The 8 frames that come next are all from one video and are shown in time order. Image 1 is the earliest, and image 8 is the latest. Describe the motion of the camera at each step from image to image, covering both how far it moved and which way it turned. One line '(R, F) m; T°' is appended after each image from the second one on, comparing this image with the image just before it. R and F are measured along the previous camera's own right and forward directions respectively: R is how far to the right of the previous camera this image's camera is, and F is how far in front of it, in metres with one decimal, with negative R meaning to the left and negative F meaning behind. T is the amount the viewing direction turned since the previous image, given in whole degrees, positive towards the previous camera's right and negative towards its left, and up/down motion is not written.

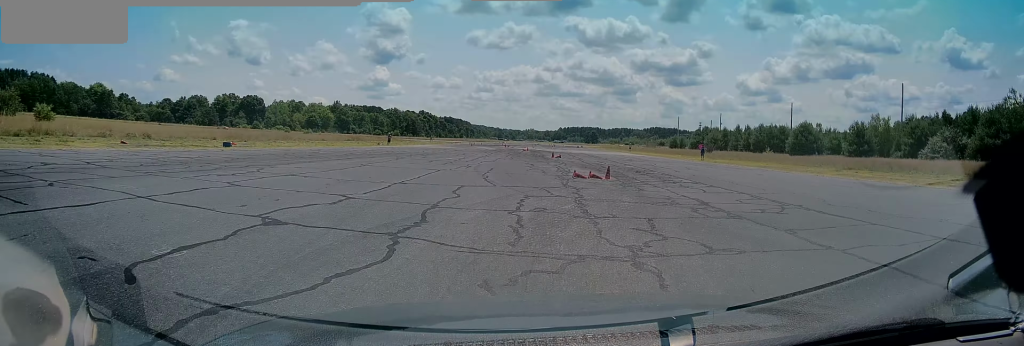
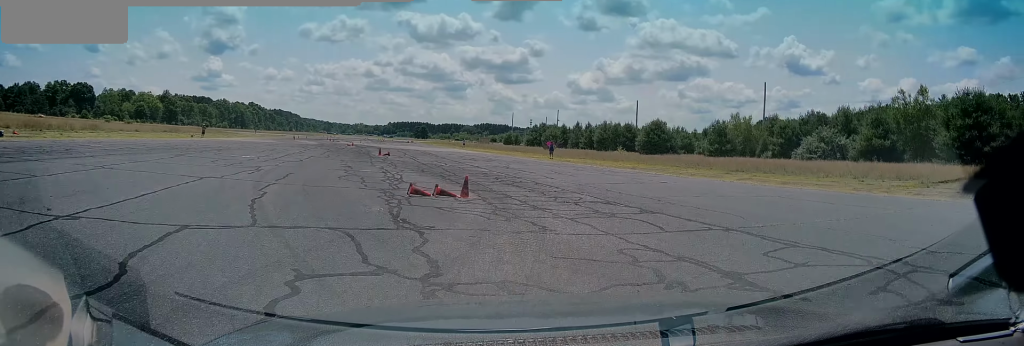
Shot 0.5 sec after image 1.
(0.0, +7.7) m; +1°
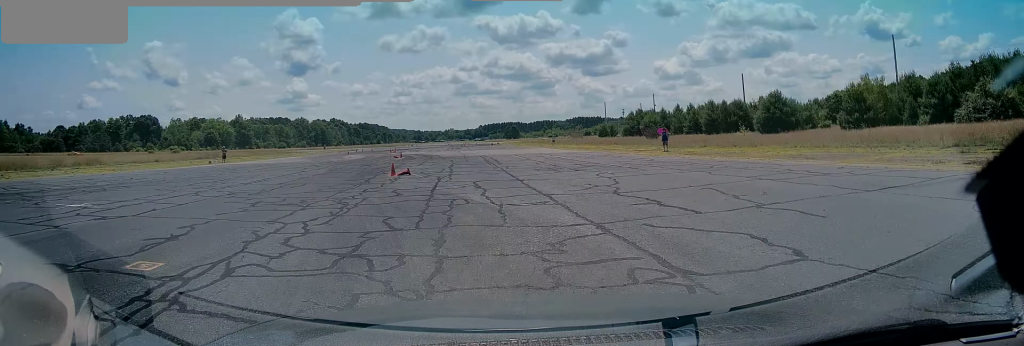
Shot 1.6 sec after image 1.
(+0.5, +14.3) m; +3°
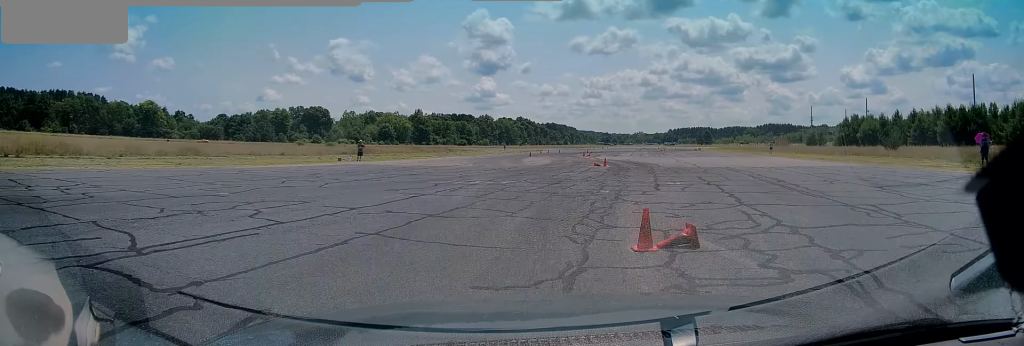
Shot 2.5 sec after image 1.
(+0.2, +15.4) m; +1°
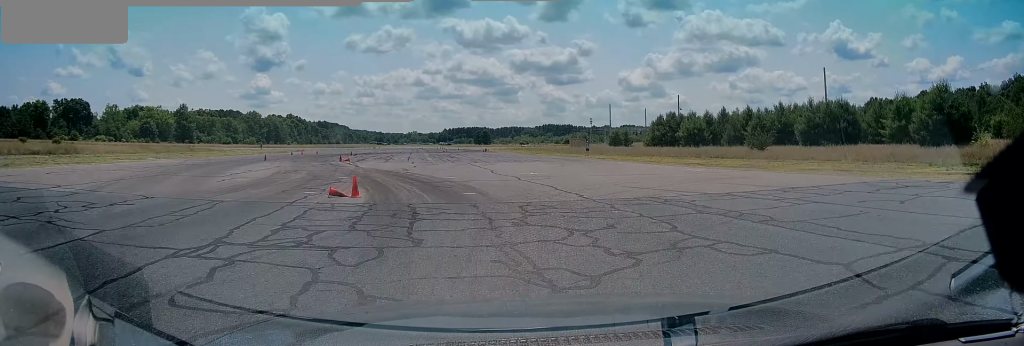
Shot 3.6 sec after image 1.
(-0.1, +16.4) m; -3°
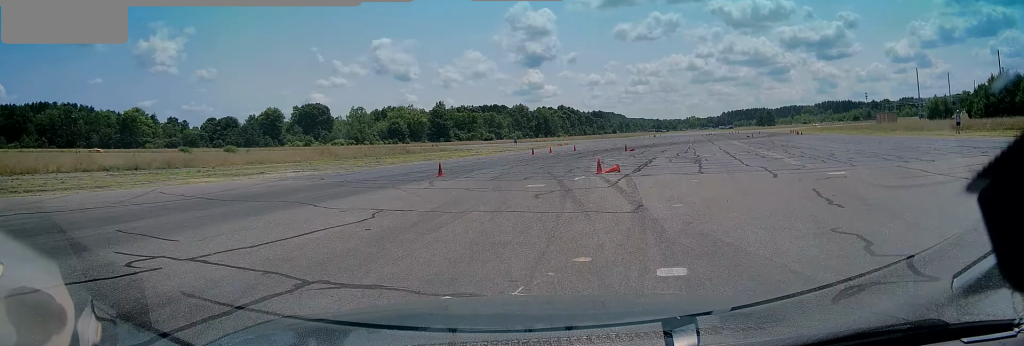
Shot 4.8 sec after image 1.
(-1.3, +20.4) m; -5°
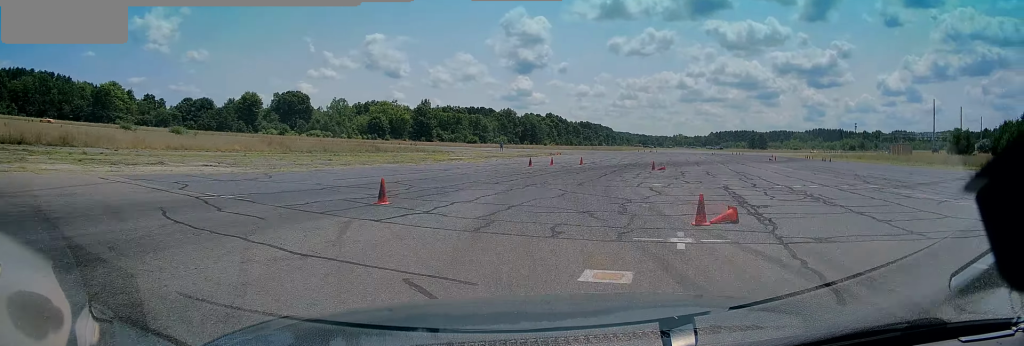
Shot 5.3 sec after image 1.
(-0.4, +8.4) m; 0°
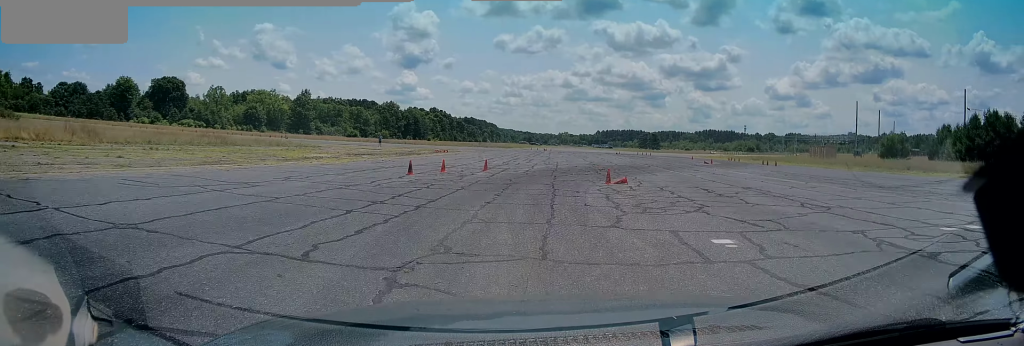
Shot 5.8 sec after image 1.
(0.0, +9.3) m; +4°
